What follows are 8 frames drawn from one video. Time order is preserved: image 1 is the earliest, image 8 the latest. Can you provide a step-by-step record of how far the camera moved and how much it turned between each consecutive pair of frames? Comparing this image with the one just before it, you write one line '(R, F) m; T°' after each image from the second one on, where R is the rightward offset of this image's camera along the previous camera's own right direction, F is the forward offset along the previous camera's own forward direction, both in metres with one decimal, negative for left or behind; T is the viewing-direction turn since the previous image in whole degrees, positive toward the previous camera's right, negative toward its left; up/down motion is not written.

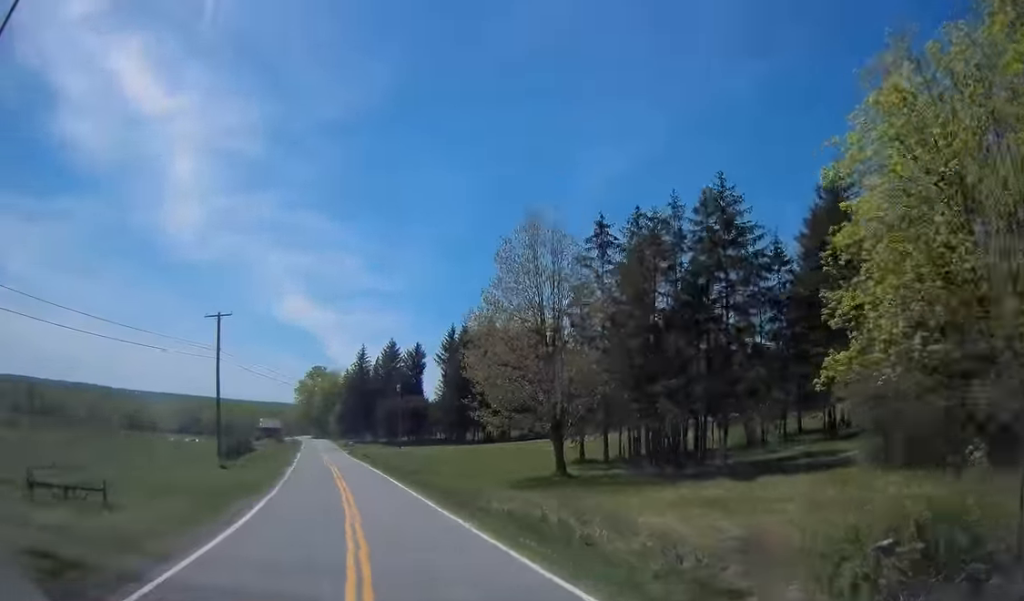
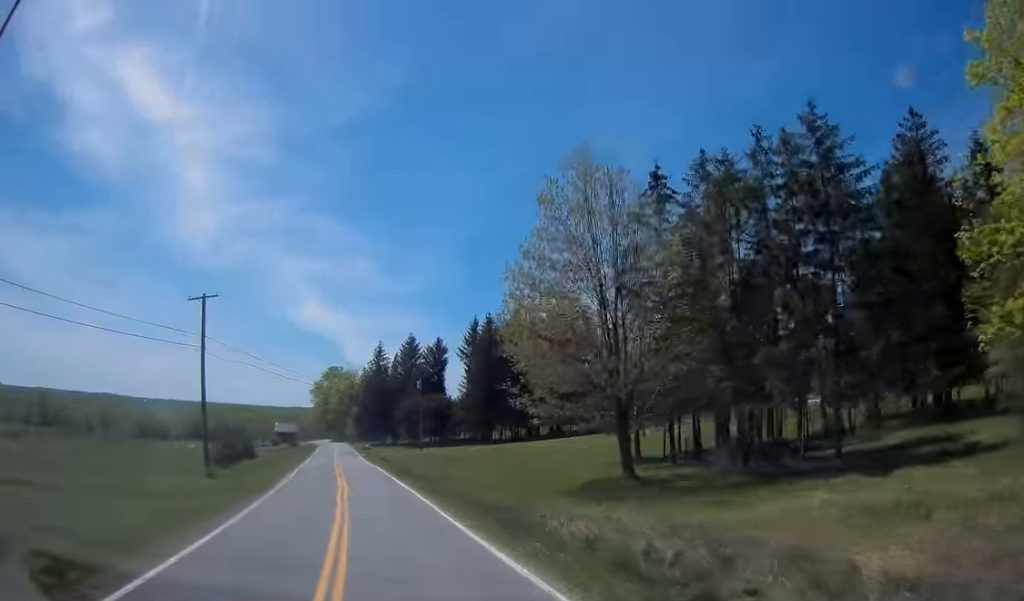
(-0.2, +7.1) m; -3°
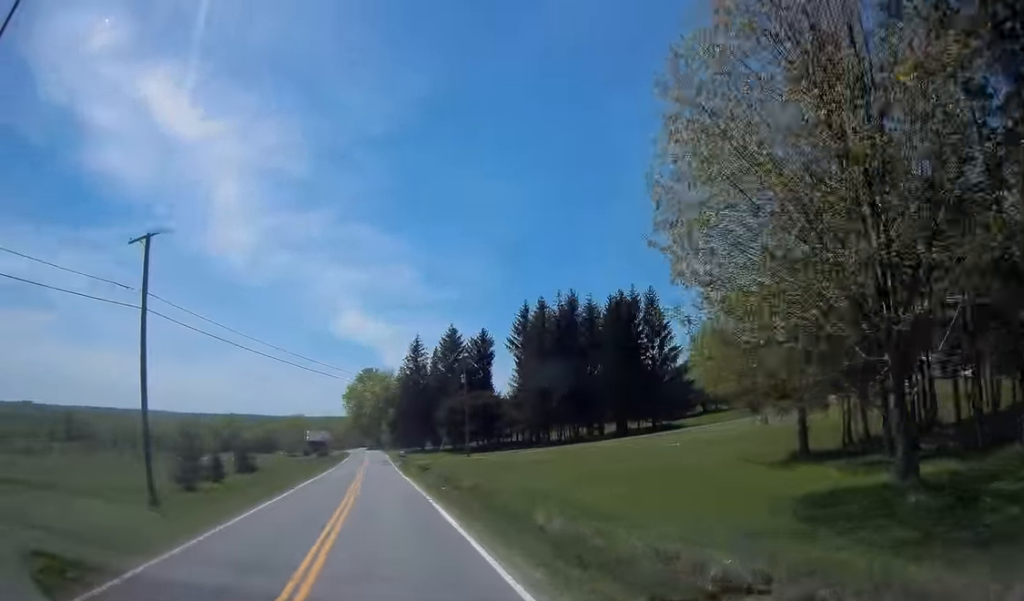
(-0.5, +13.4) m; -5°
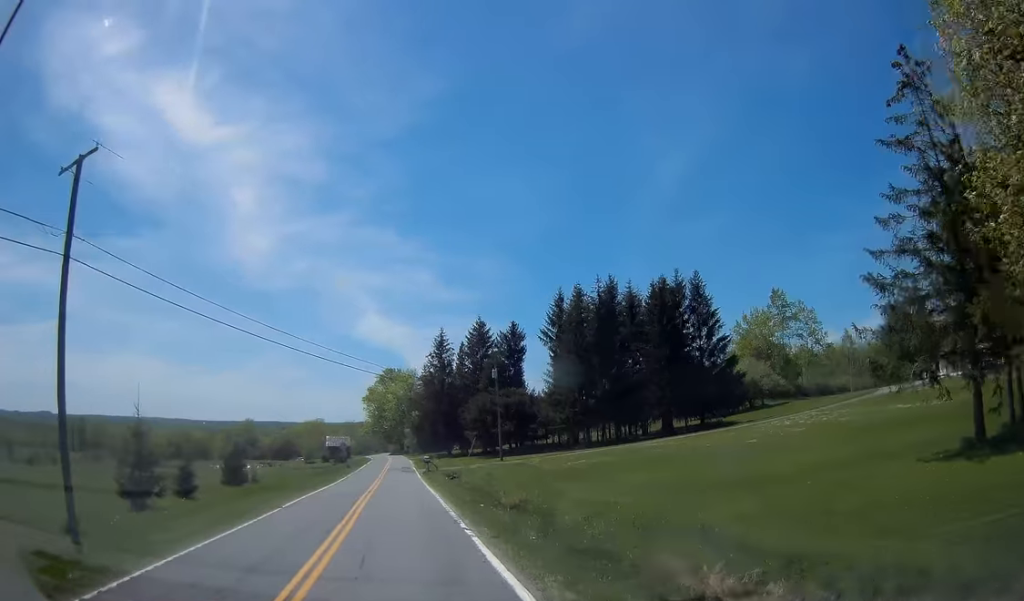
(-0.4, +8.2) m; -2°
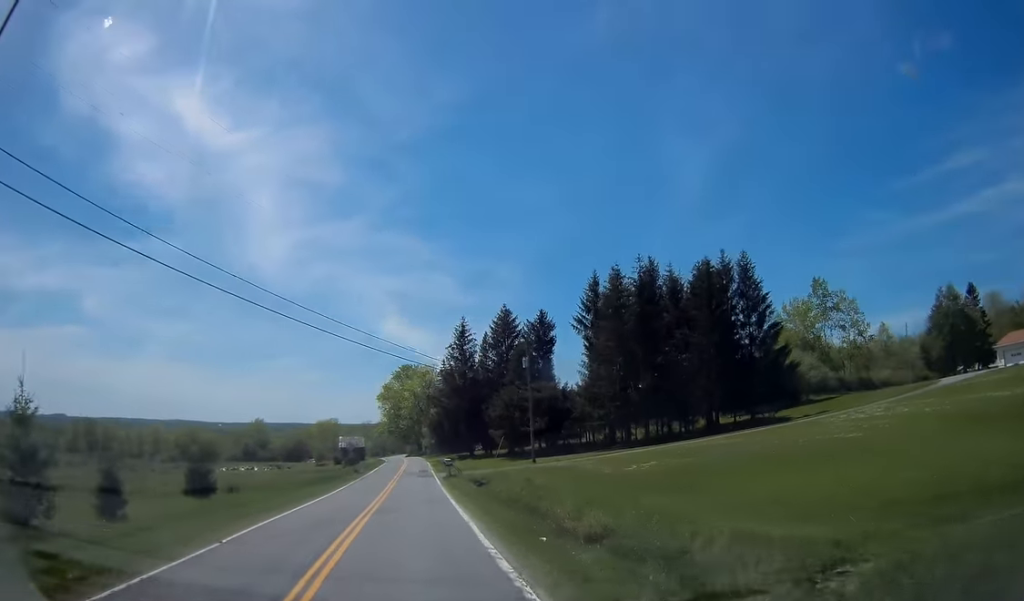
(-0.1, +8.7) m; 0°
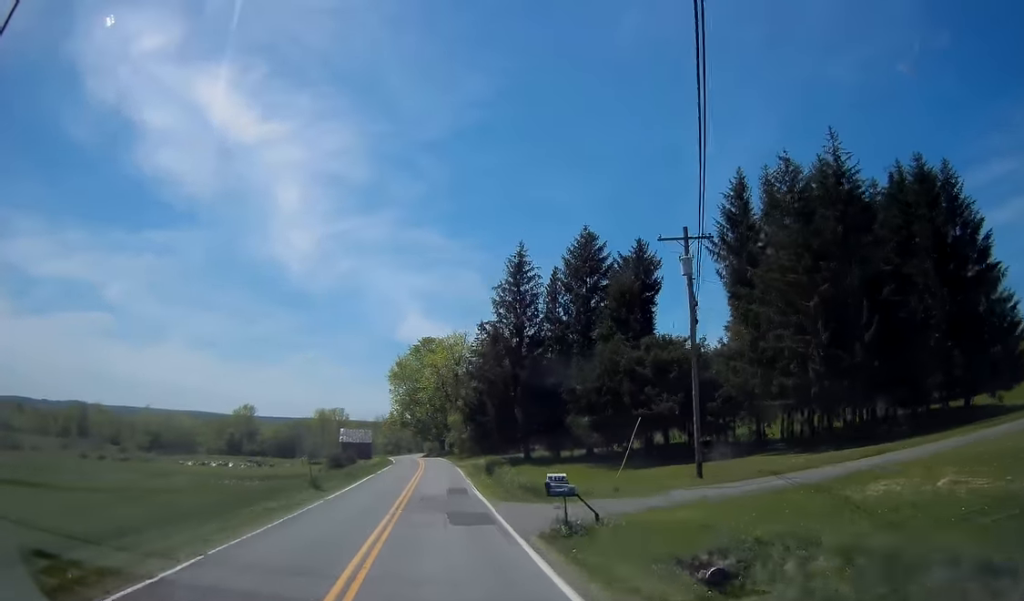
(0.0, +31.3) m; 0°
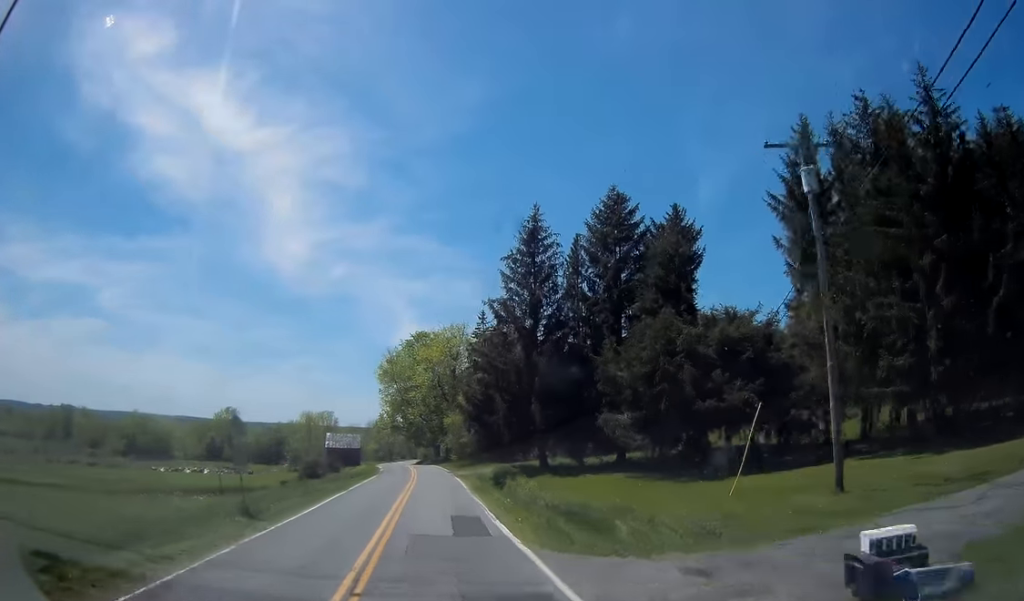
(0.0, +10.1) m; +1°
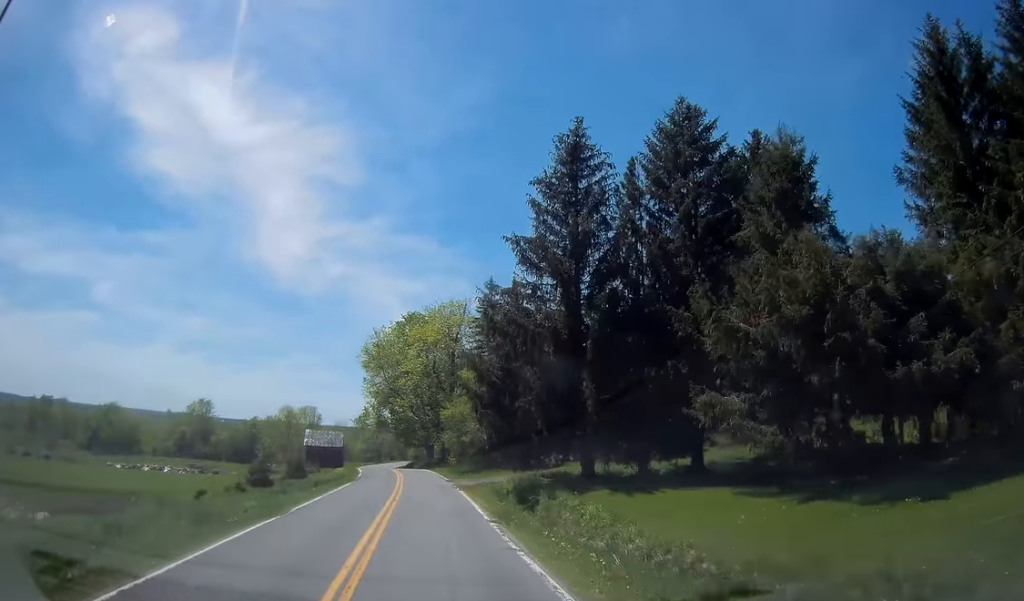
(+0.1, +13.5) m; +1°
